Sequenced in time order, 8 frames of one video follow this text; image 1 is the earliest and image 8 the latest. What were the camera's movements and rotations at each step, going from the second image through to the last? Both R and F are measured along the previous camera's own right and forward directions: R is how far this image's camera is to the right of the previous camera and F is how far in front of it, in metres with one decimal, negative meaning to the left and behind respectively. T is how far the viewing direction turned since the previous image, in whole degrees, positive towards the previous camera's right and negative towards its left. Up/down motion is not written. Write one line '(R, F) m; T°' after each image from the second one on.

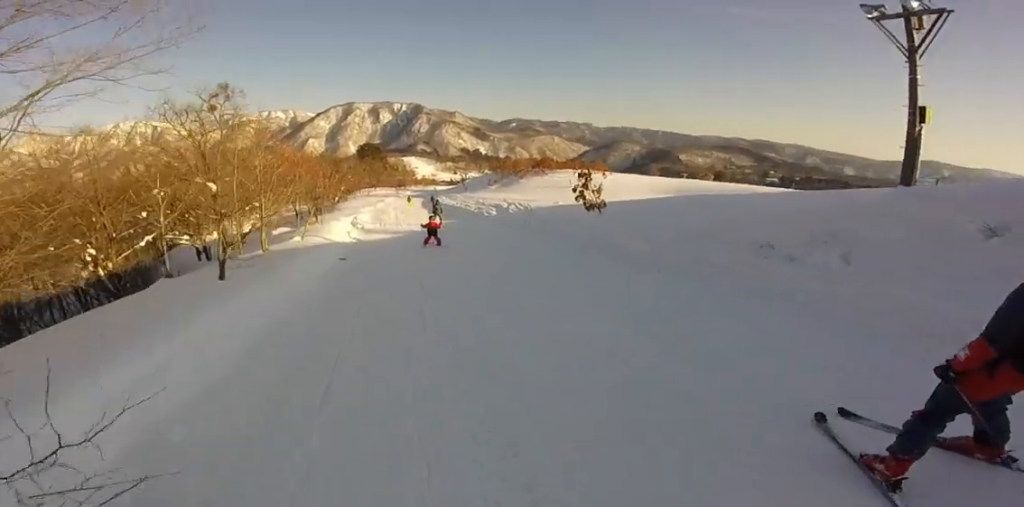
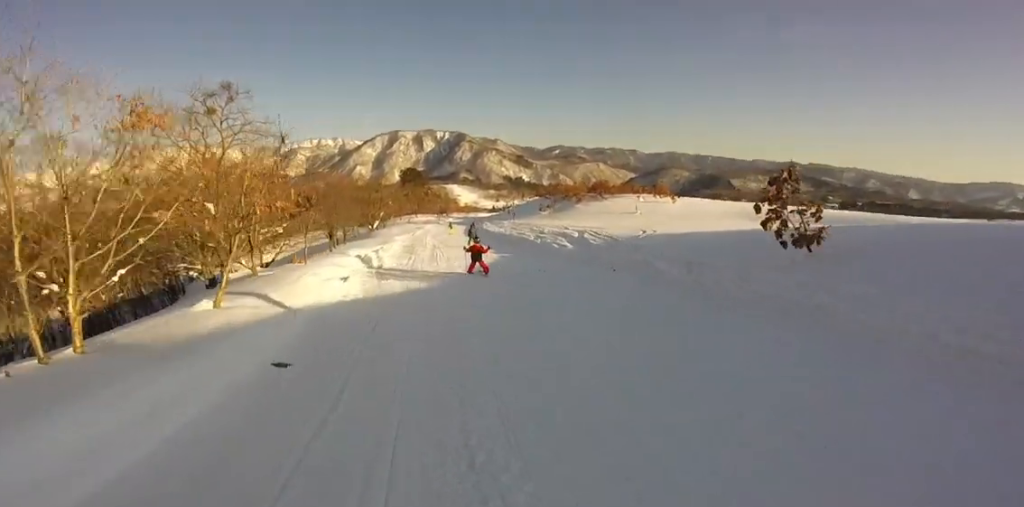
(-0.3, +8.0) m; -6°
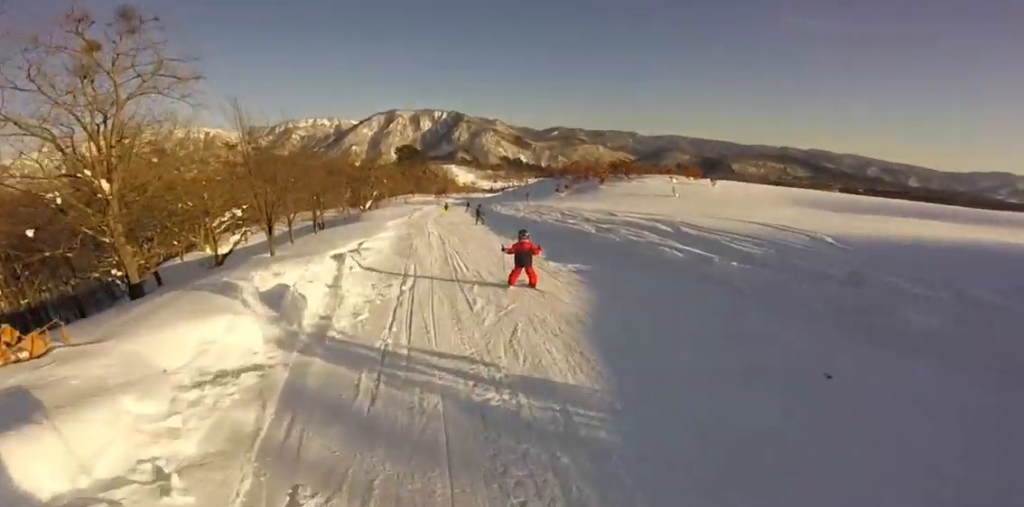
(-0.5, +9.6) m; 0°
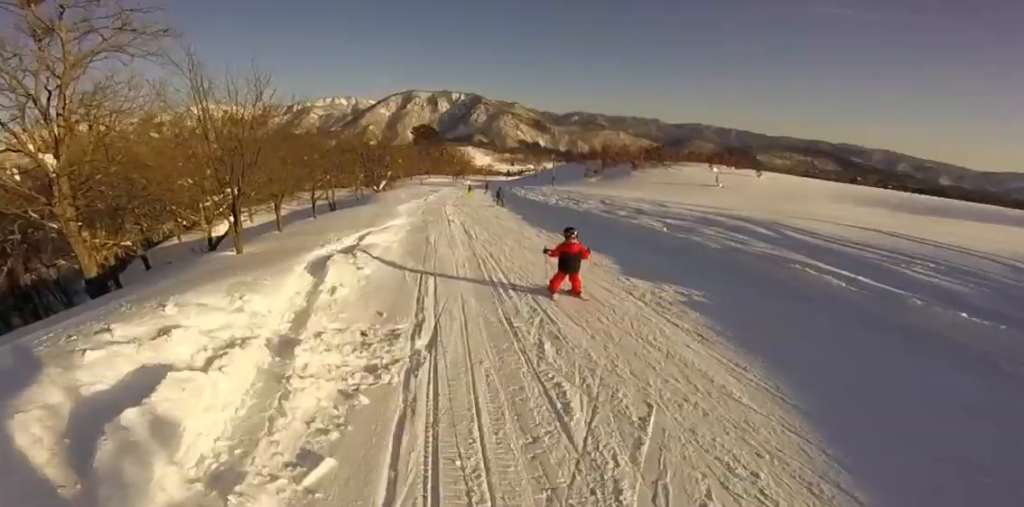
(0.0, +3.9) m; +1°
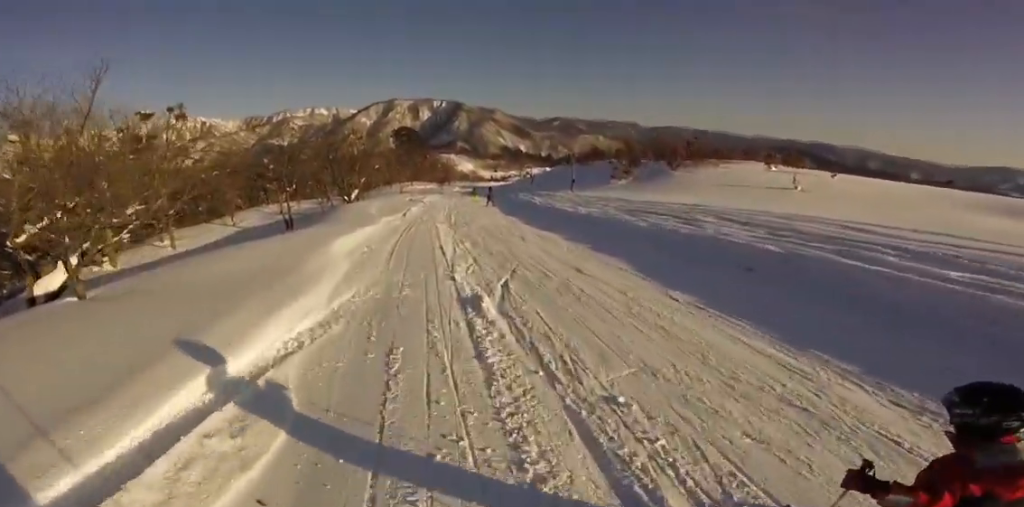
(-0.1, +13.3) m; 0°
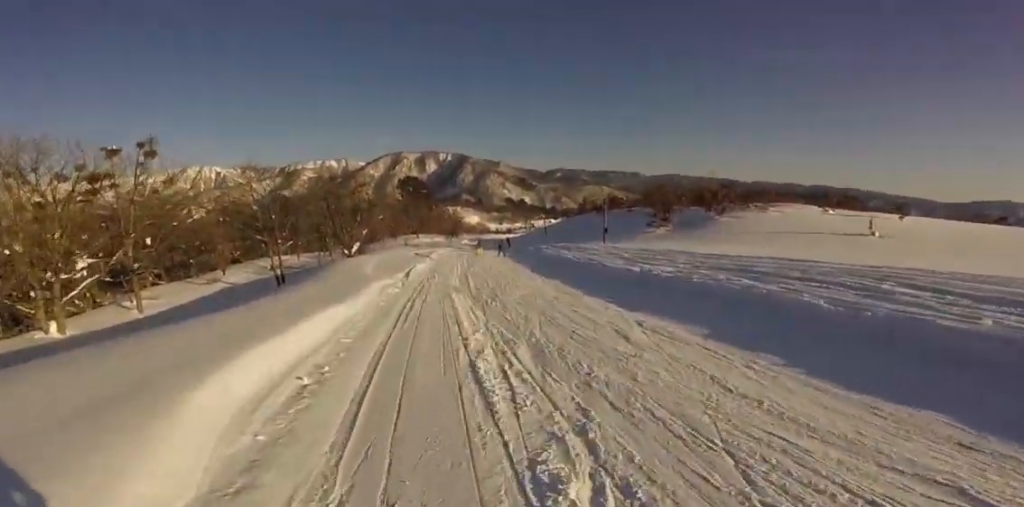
(+0.4, +6.2) m; 0°
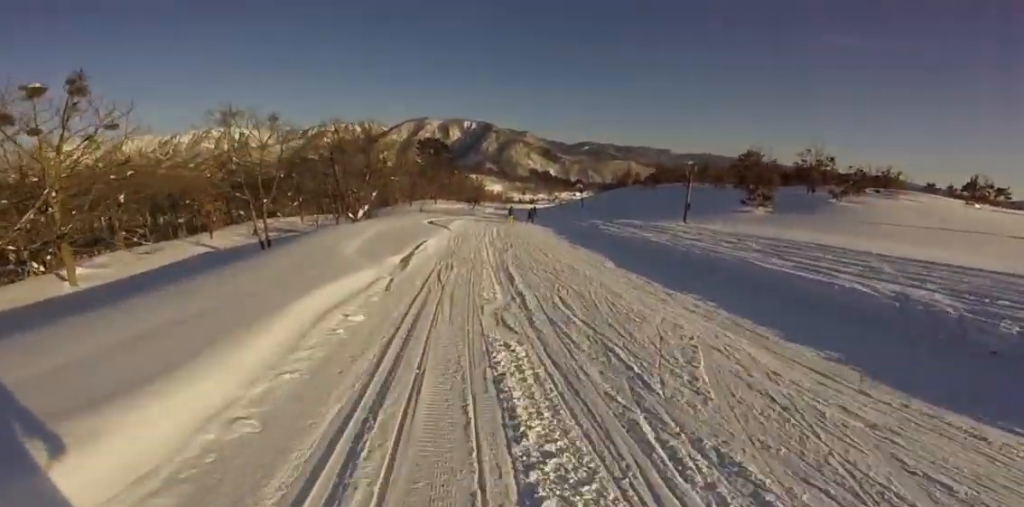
(-0.4, +8.4) m; 0°
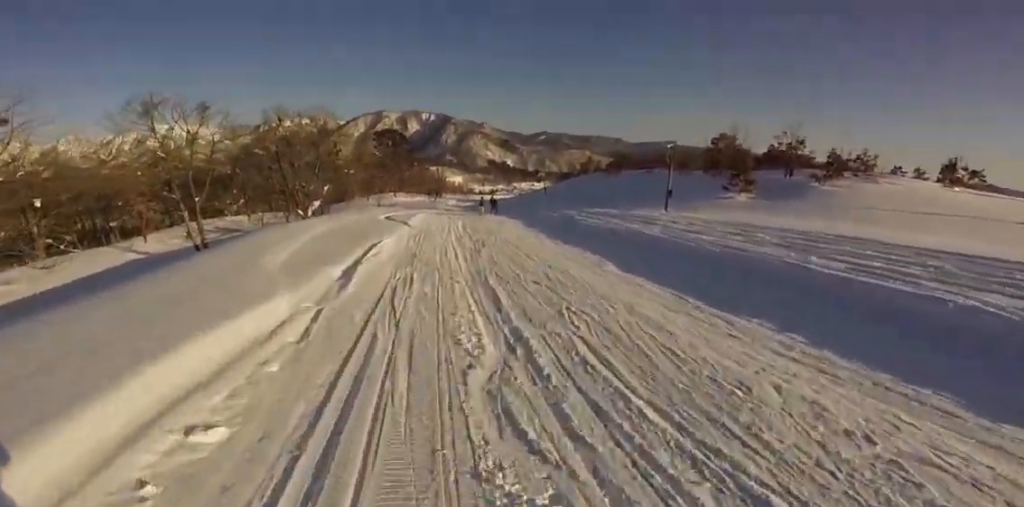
(+0.2, +3.1) m; 0°
